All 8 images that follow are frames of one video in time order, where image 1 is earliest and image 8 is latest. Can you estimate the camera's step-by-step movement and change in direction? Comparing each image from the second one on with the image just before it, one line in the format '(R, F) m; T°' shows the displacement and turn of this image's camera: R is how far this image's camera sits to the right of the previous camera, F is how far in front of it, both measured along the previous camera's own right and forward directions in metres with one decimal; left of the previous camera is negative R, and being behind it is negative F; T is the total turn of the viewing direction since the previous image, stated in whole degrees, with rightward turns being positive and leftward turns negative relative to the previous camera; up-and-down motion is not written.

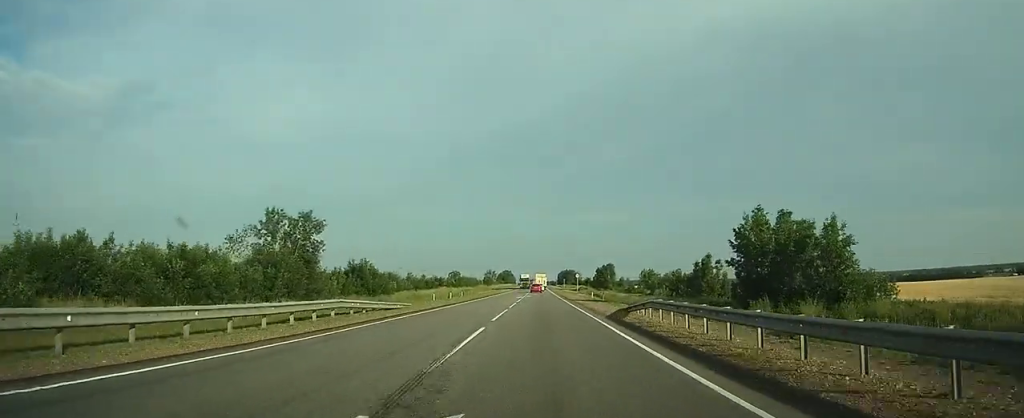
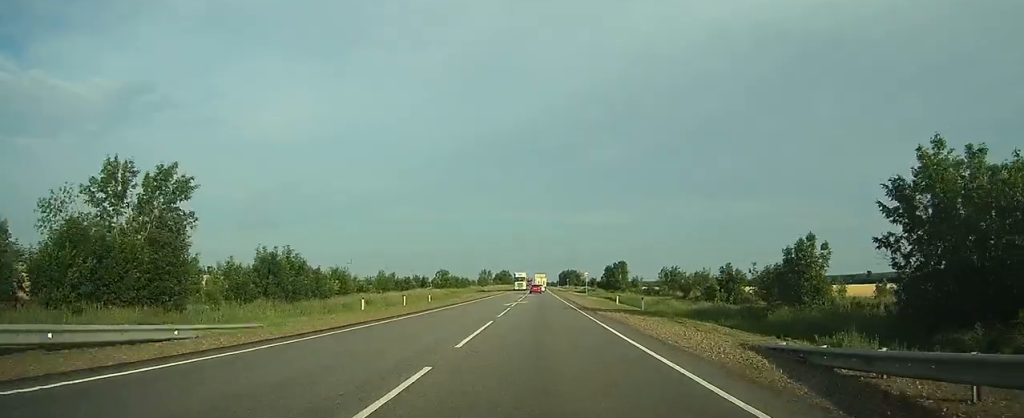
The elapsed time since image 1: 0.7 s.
(0.0, +23.9) m; 0°
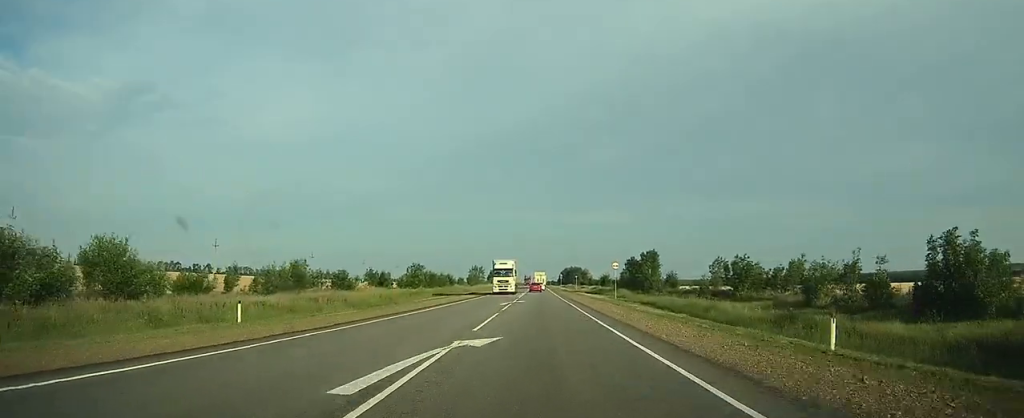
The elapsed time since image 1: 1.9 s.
(0.0, +35.0) m; 0°
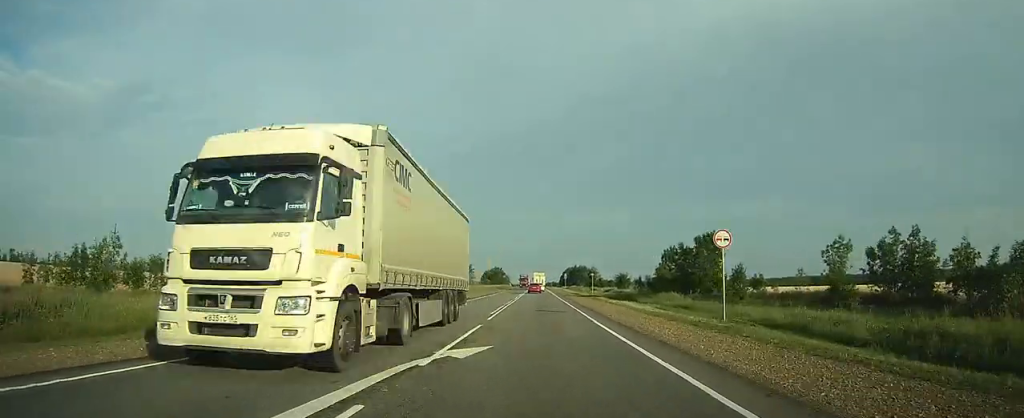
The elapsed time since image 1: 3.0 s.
(0.0, +31.7) m; 0°
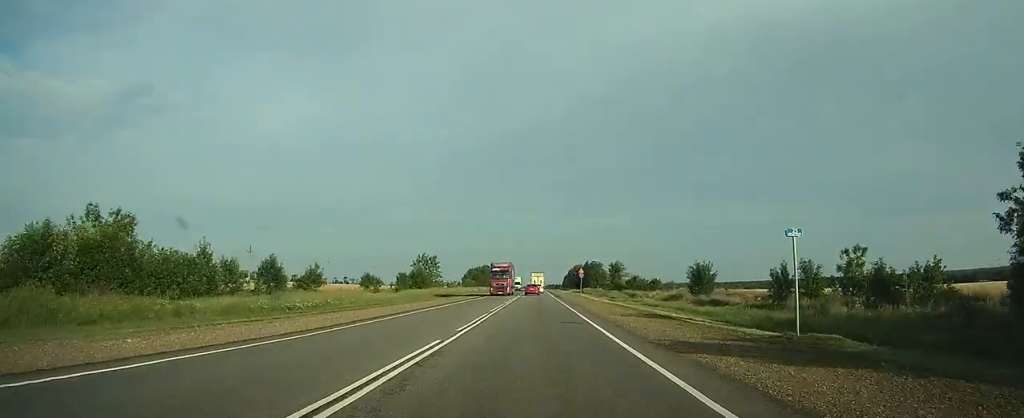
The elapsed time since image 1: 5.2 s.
(+0.1, +56.8) m; 0°
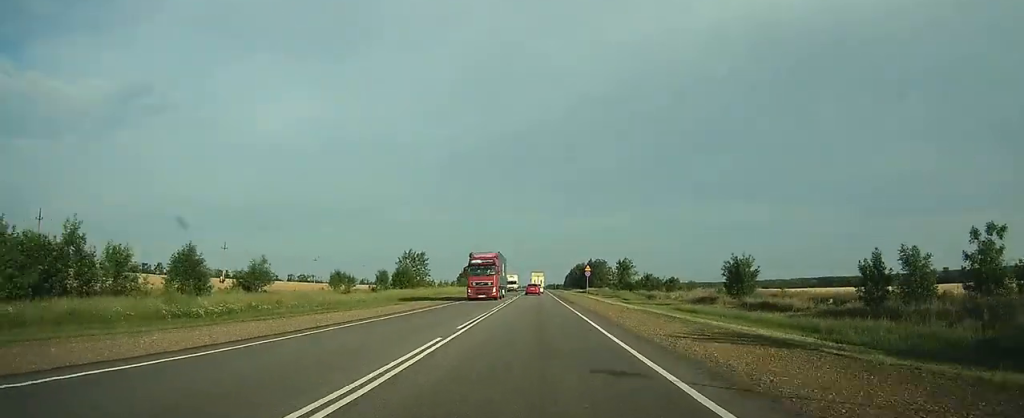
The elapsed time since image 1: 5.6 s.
(0.0, +11.5) m; 0°
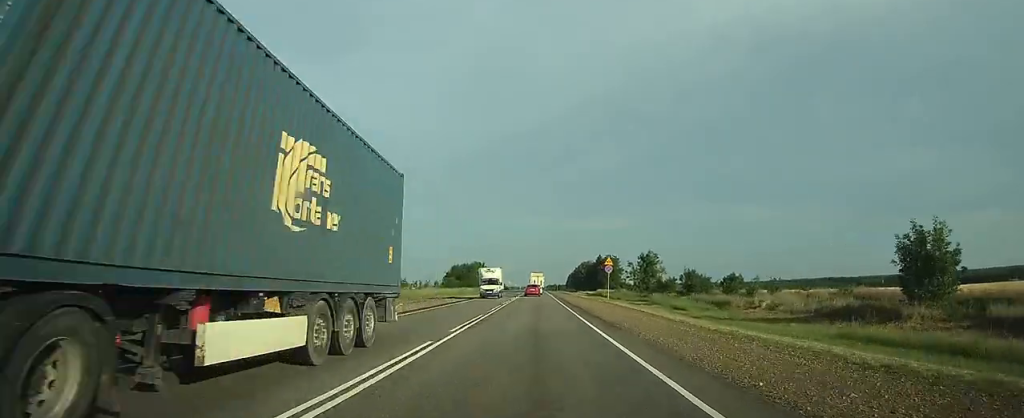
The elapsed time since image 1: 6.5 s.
(-0.1, +24.7) m; 0°
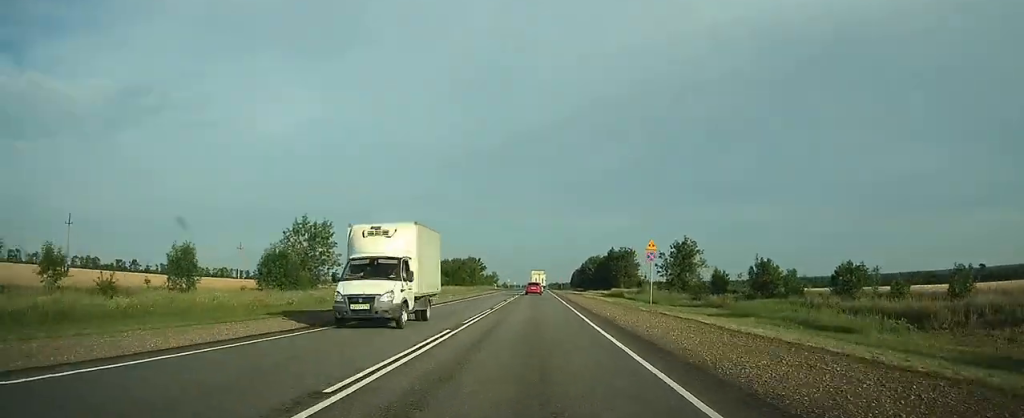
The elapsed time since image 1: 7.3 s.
(0.0, +21.3) m; 0°
